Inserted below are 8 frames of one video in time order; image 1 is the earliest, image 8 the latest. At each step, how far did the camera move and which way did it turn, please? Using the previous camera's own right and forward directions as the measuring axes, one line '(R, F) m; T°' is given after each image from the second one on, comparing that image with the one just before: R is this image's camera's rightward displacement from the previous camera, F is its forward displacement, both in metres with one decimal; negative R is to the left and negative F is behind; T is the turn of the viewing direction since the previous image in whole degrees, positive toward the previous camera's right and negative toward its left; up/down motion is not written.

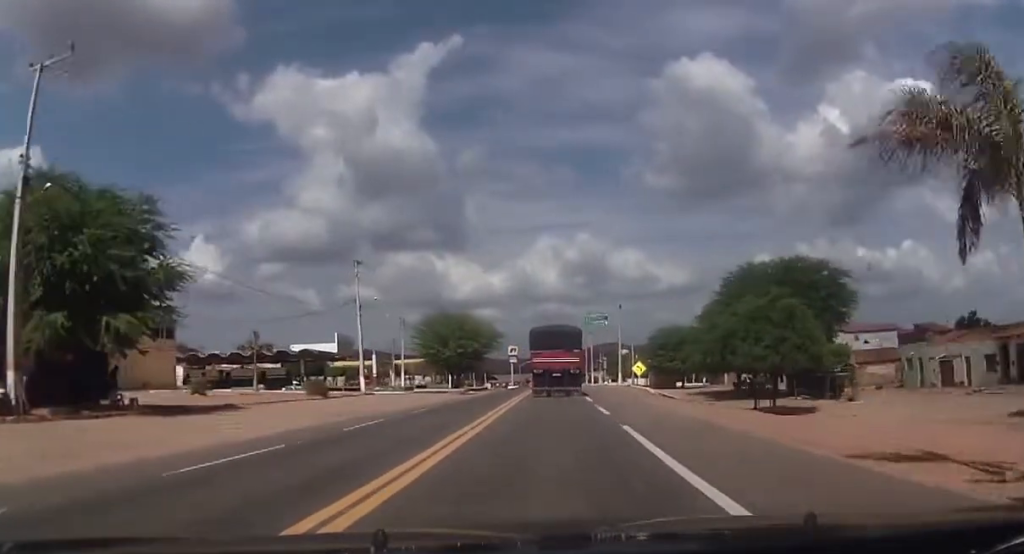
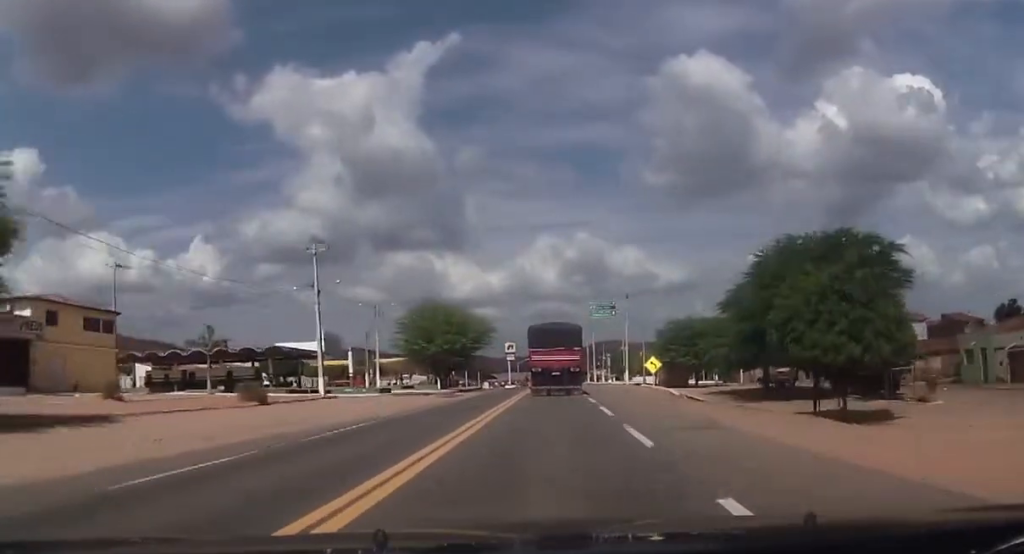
(0.0, +9.8) m; 0°
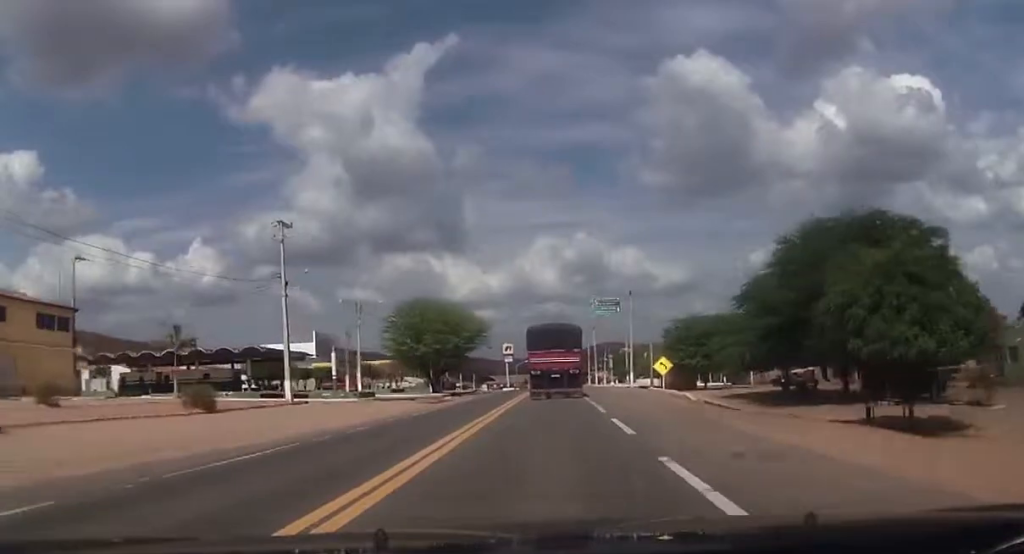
(0.0, +5.8) m; 0°
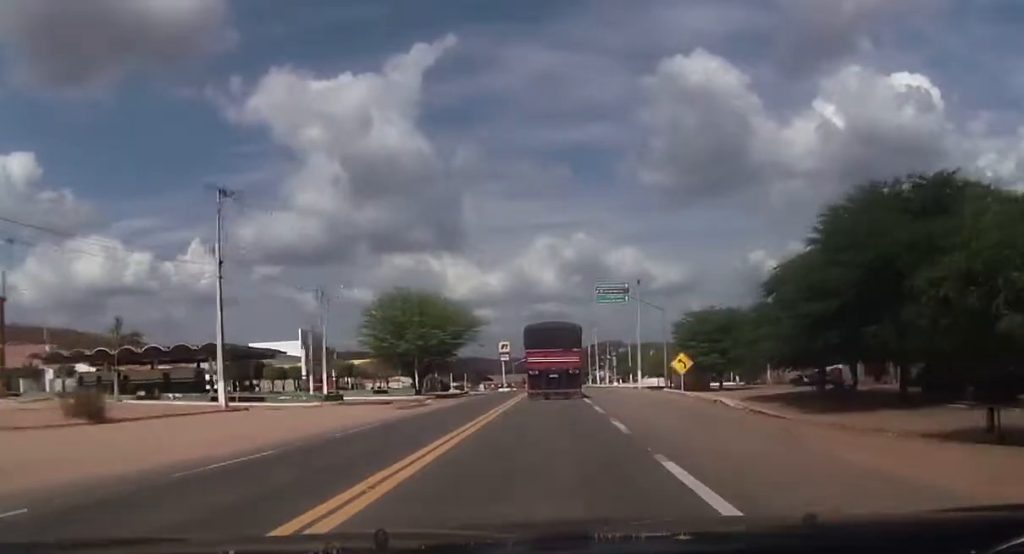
(0.0, +8.4) m; 0°
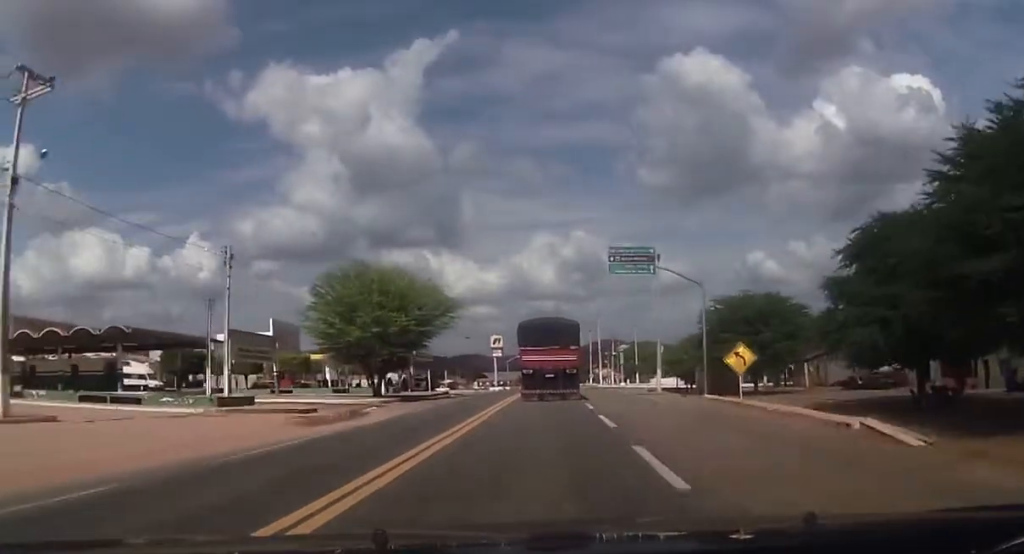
(0.0, +15.3) m; 0°
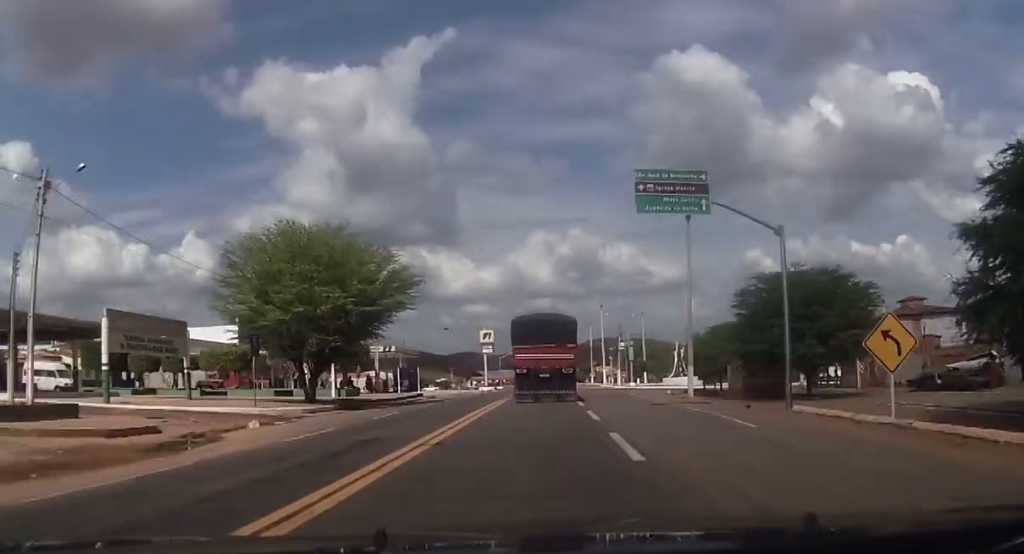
(+0.1, +14.9) m; -1°
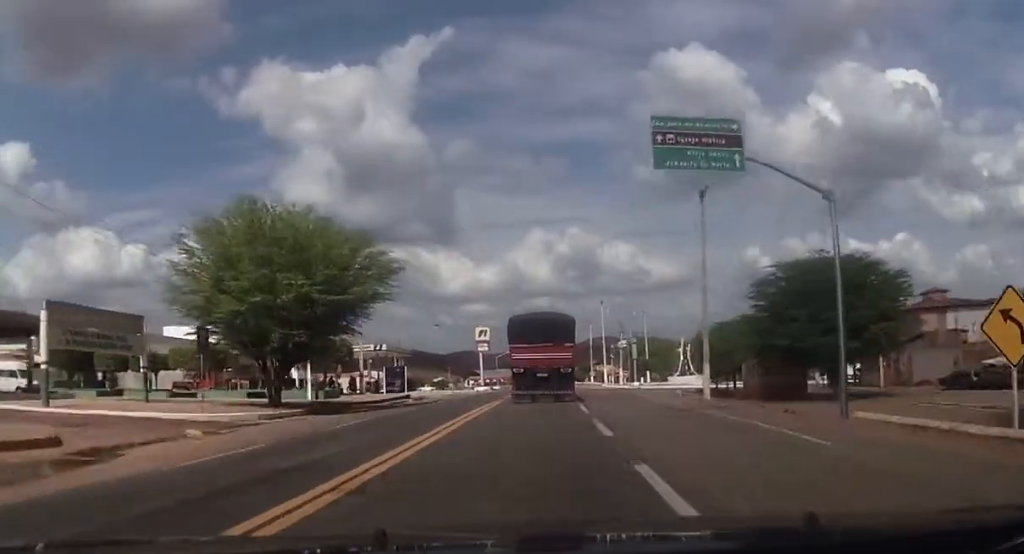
(-0.1, +5.0) m; 0°
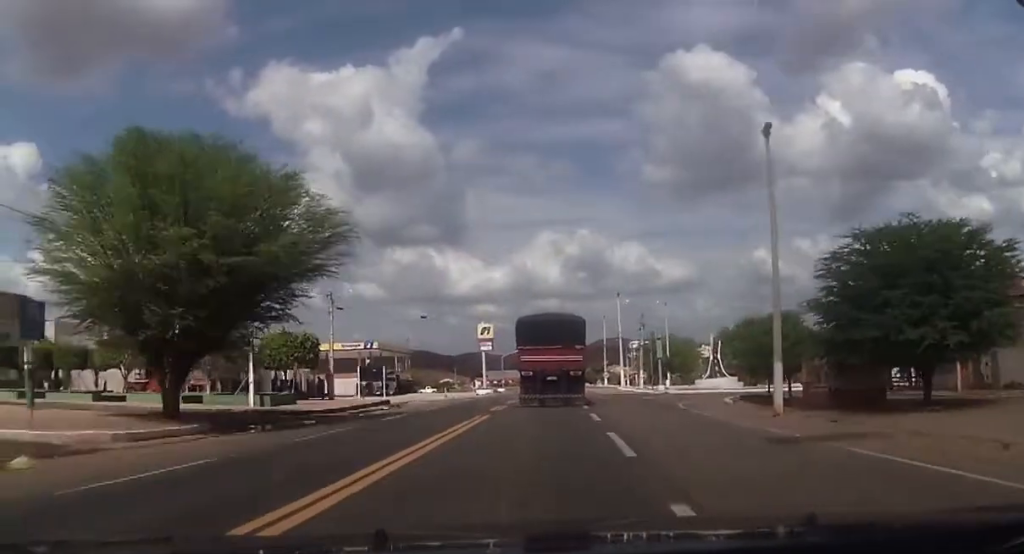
(0.0, +11.0) m; 0°
